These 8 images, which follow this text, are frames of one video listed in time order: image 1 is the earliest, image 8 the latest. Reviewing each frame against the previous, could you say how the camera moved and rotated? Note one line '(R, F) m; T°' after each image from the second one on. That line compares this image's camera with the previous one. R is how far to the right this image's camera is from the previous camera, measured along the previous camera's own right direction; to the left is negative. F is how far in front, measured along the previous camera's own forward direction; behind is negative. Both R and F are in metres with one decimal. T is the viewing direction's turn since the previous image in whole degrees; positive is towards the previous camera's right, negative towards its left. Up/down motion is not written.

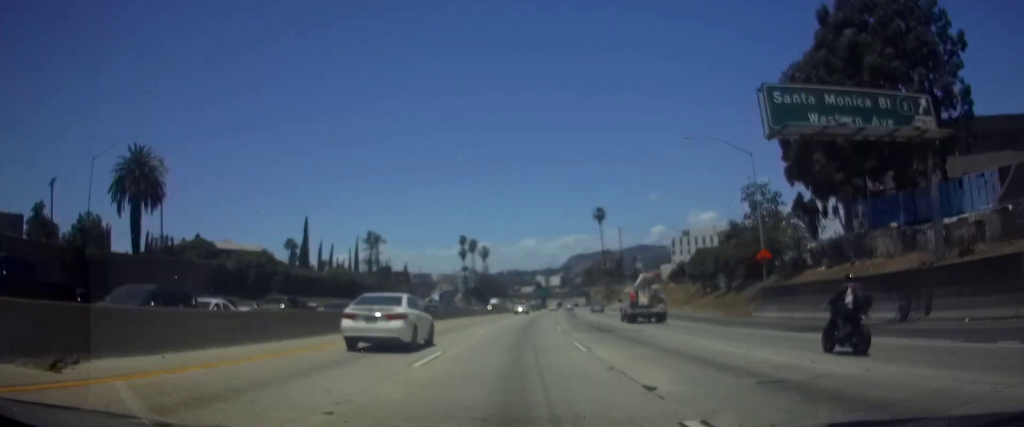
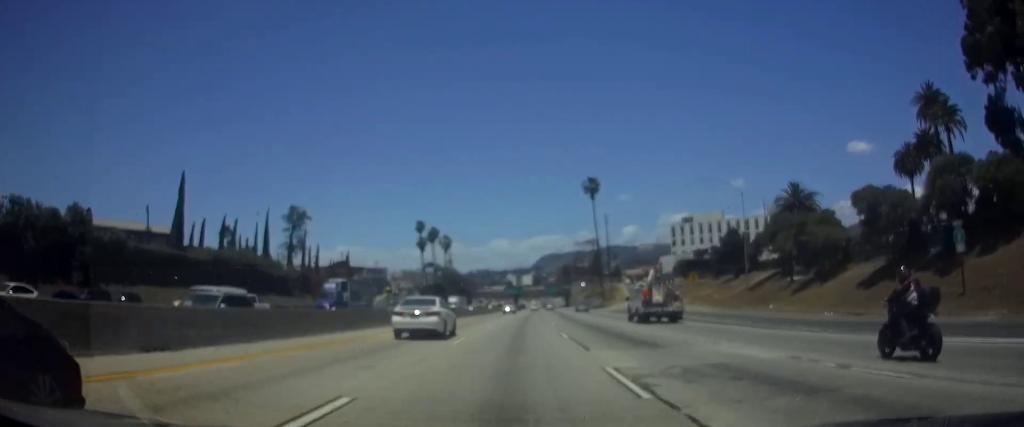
(+0.9, +38.1) m; +2°
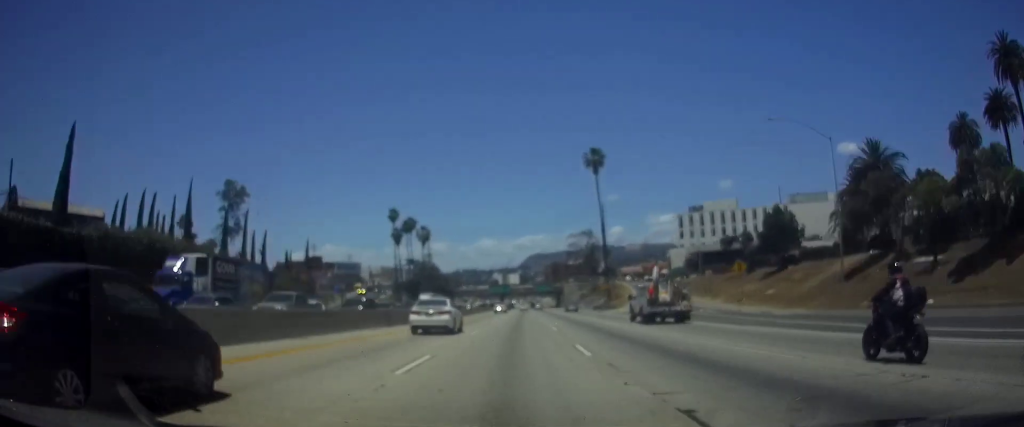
(+0.2, +23.2) m; +1°
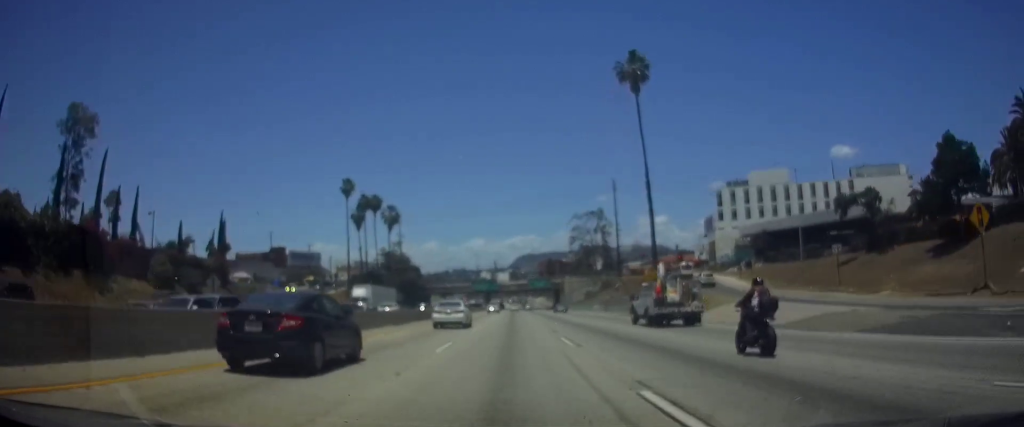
(+0.4, +39.6) m; +1°
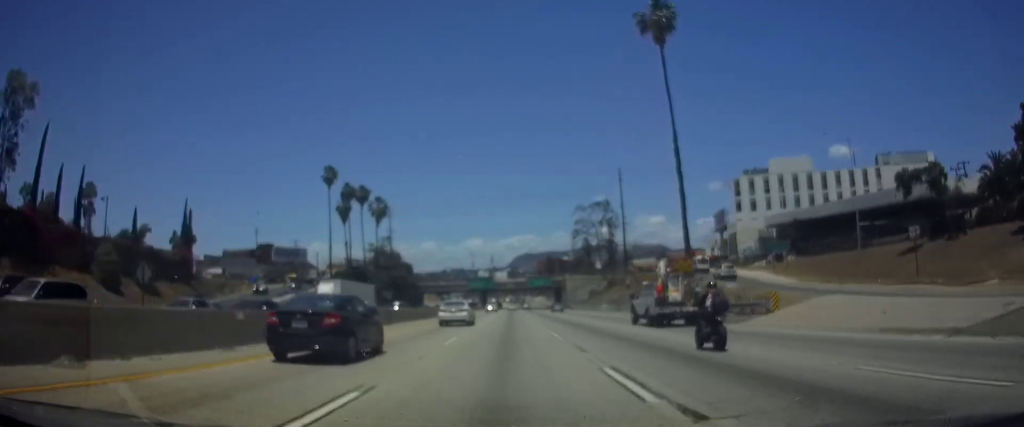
(0.0, +11.9) m; 0°
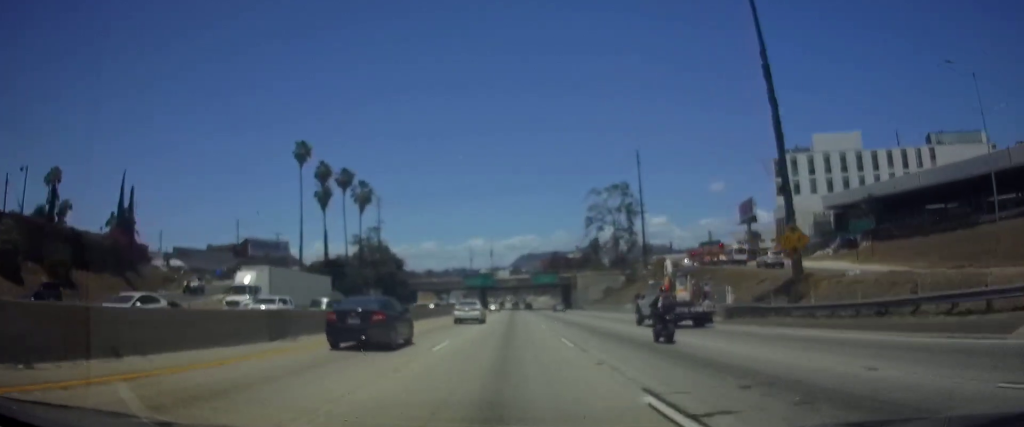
(0.0, +18.3) m; 0°
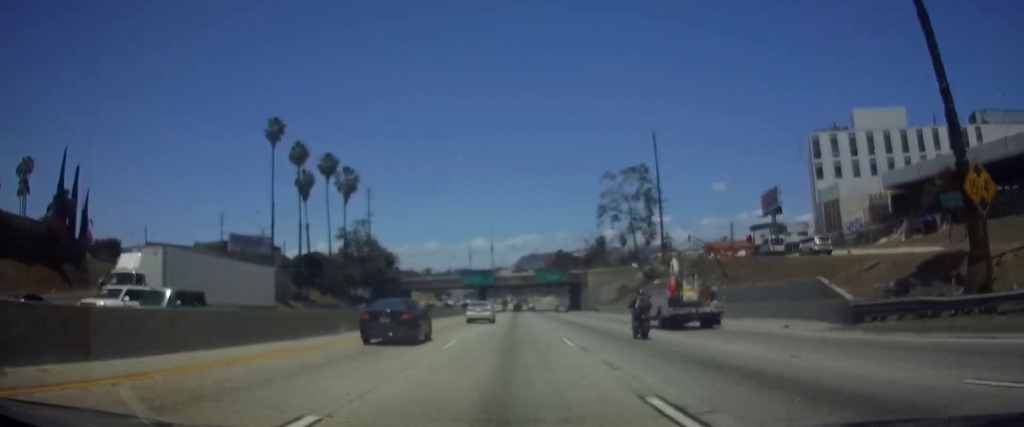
(-0.1, +13.7) m; 0°
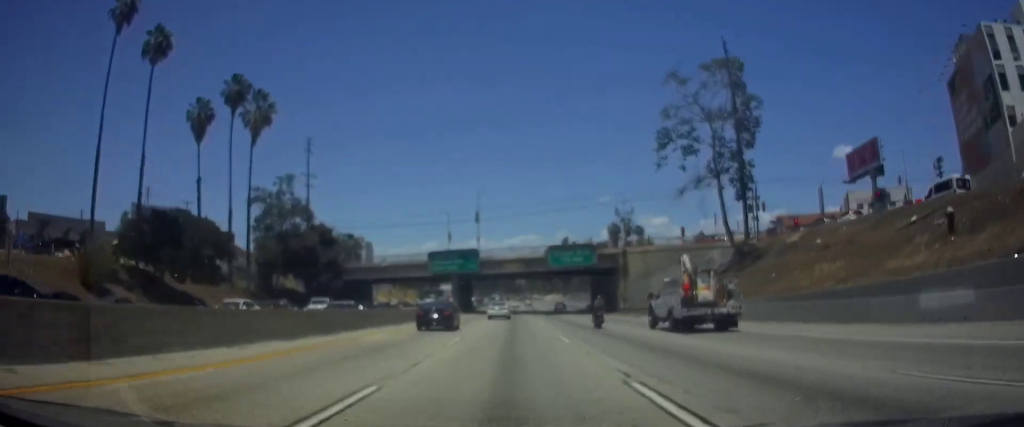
(+0.1, +42.8) m; 0°
